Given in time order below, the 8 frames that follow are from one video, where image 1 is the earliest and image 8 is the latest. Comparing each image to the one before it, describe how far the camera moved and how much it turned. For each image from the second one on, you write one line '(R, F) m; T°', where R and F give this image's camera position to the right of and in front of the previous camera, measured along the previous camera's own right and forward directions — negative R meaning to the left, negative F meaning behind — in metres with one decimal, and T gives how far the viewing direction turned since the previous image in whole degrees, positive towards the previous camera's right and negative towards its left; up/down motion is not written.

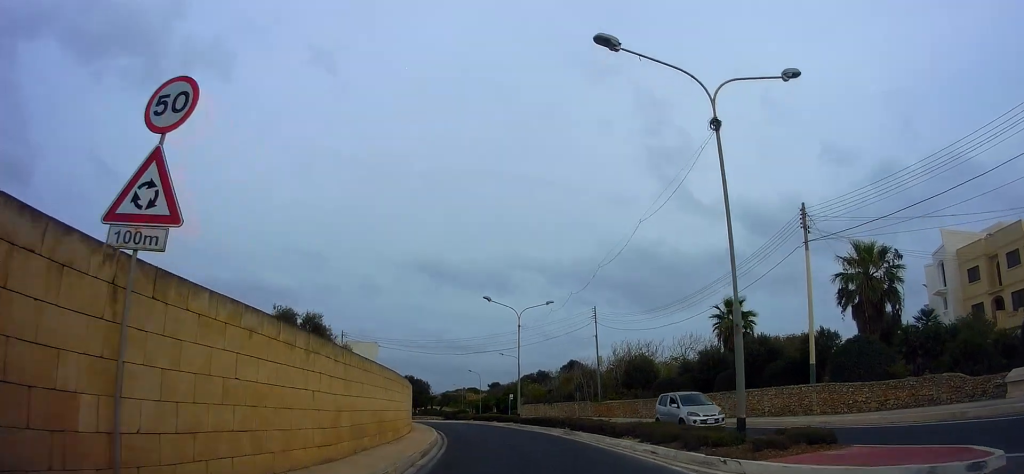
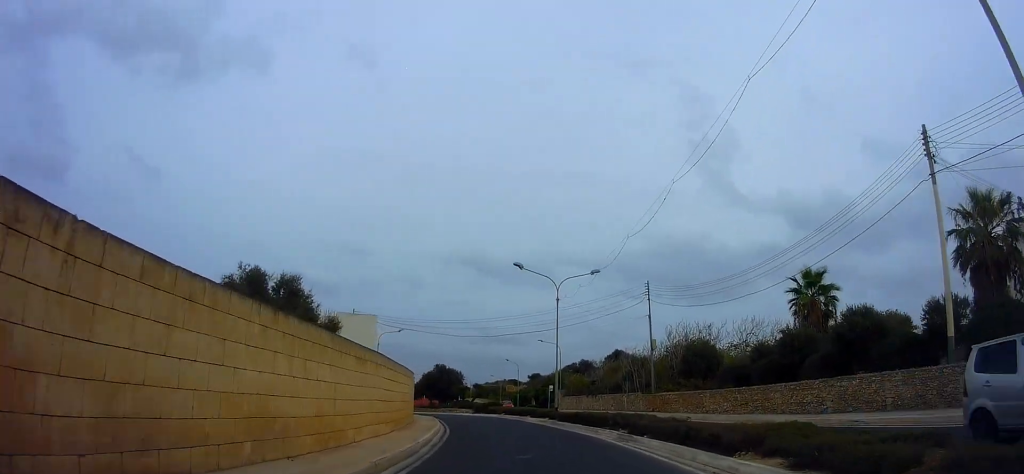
(-0.5, +7.2) m; -6°
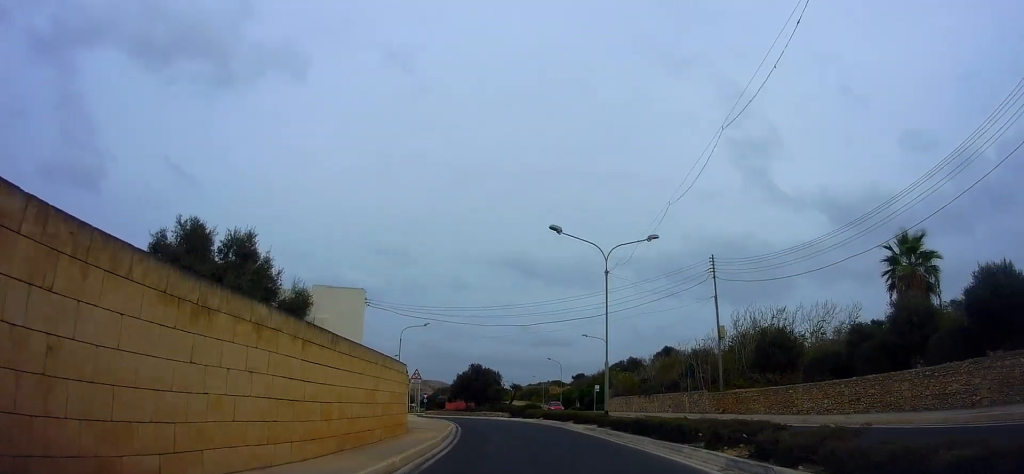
(-0.3, +6.9) m; -5°
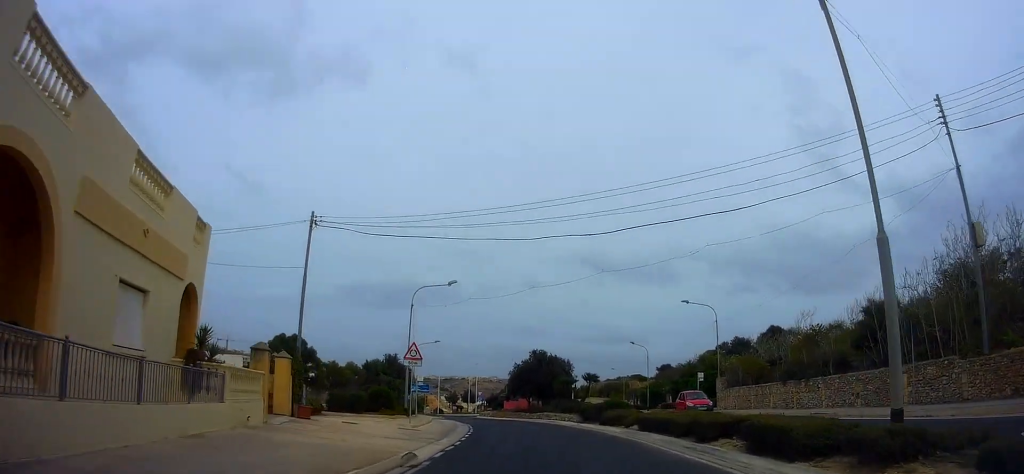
(-1.2, +18.3) m; -9°
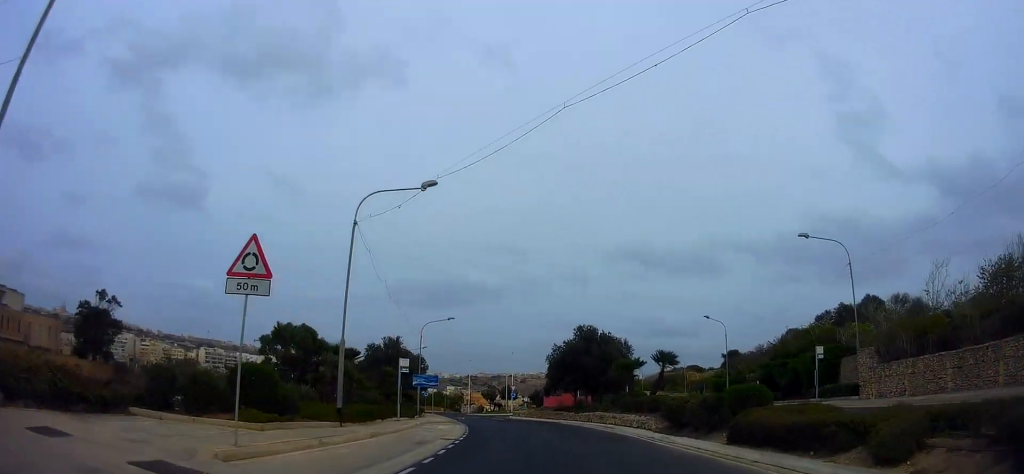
(-1.5, +16.2) m; -6°
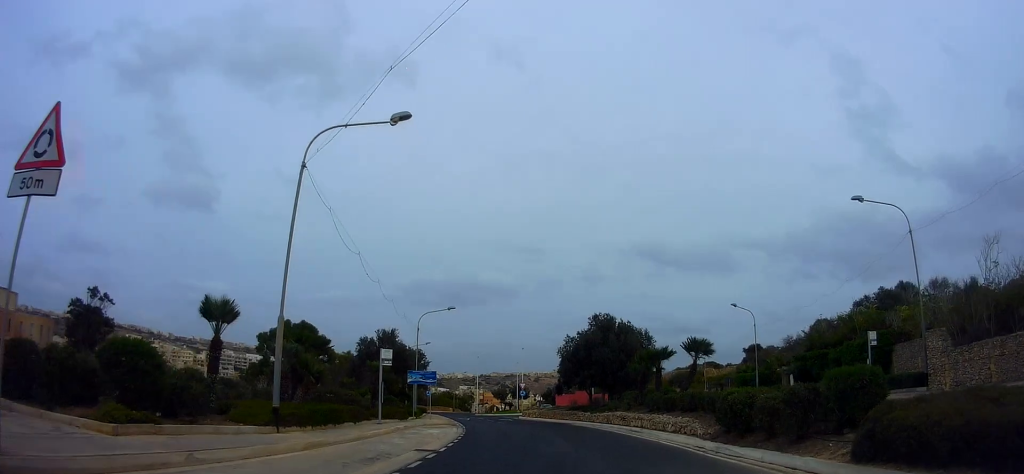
(0.0, +4.9) m; 0°
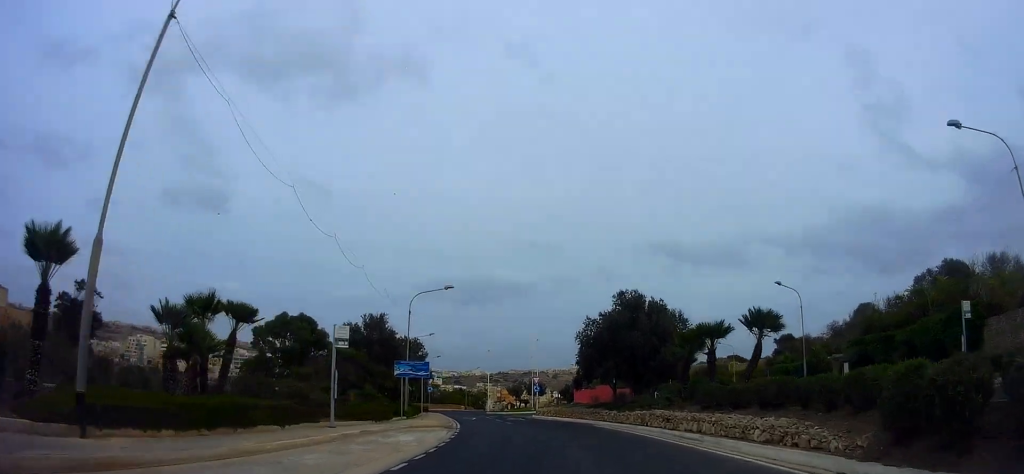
(0.0, +6.7) m; 0°
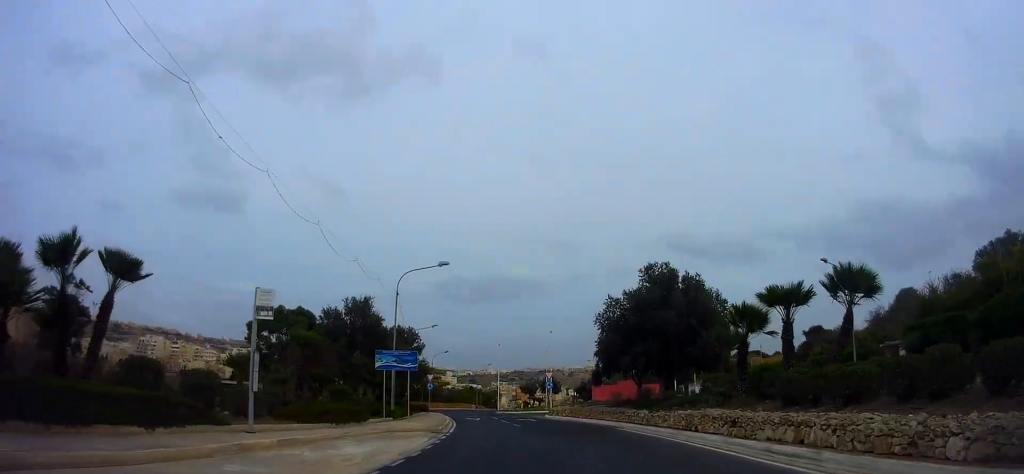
(0.0, +5.7) m; 0°
